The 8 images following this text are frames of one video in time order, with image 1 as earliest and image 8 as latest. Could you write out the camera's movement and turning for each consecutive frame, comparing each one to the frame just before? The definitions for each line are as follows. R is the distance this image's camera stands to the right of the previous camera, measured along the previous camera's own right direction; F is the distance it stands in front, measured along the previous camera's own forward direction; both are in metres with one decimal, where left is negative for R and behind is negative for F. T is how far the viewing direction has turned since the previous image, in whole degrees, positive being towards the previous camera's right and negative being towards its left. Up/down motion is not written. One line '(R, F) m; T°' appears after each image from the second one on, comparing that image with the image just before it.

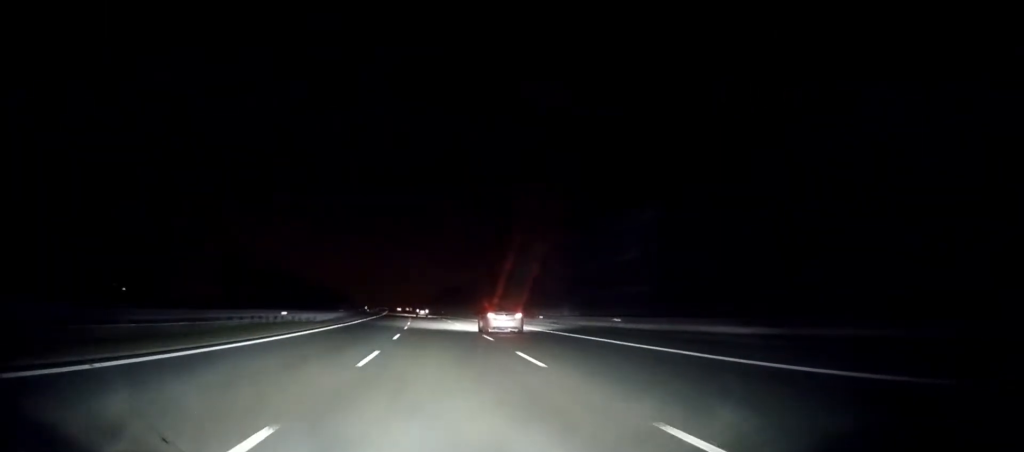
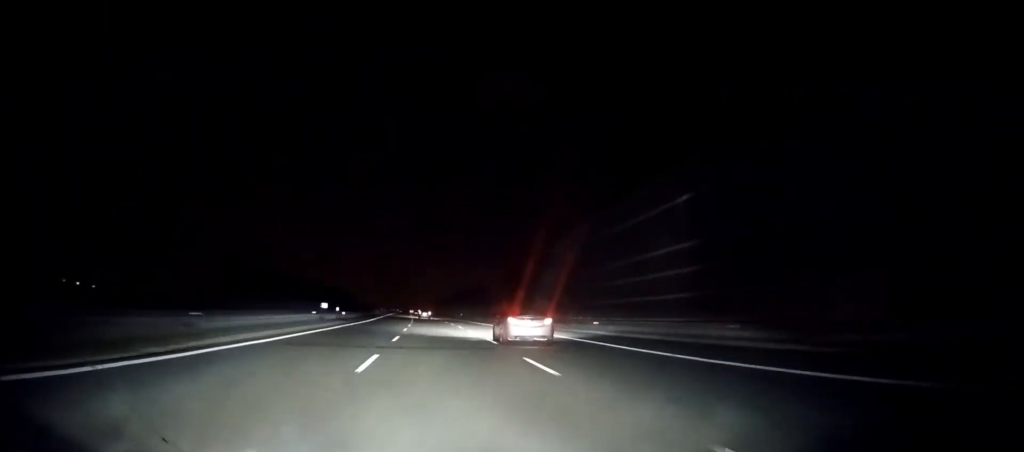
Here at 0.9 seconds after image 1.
(-0.3, +37.1) m; -1°
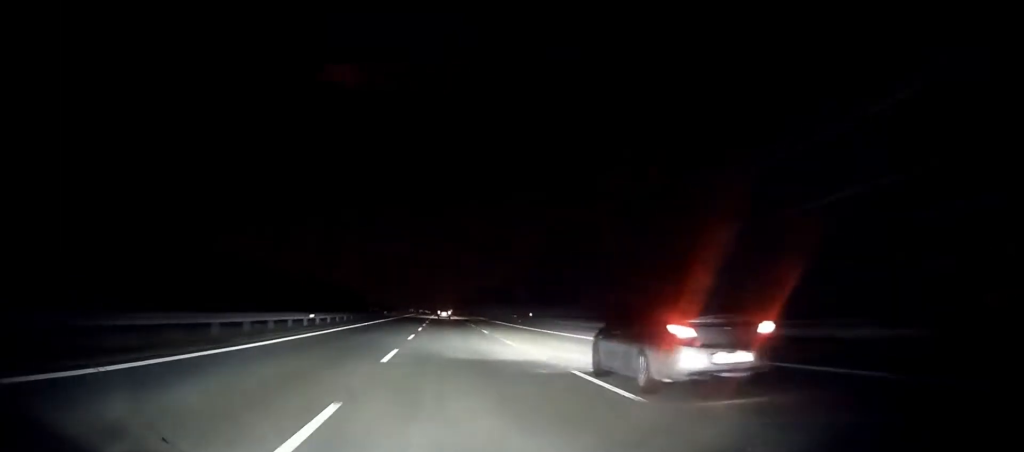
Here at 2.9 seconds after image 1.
(-1.0, +76.5) m; -1°
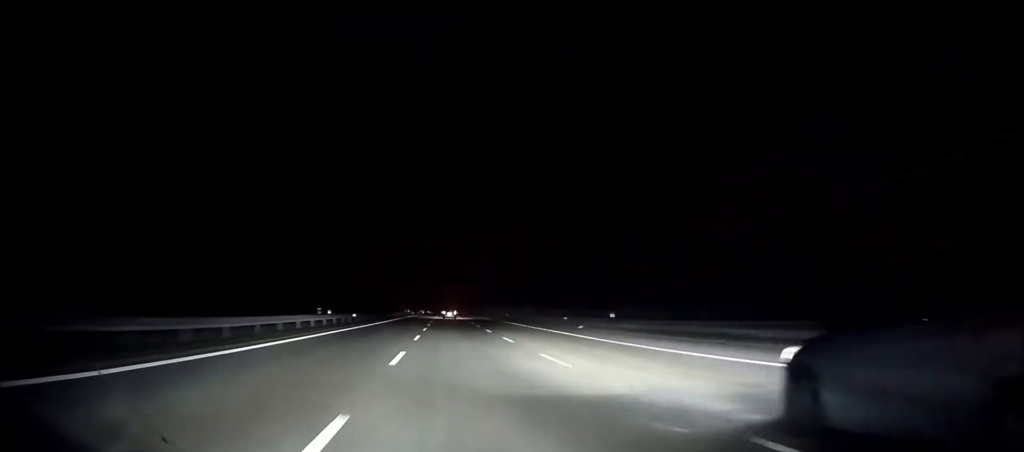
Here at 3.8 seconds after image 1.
(+0.1, +35.5) m; 0°
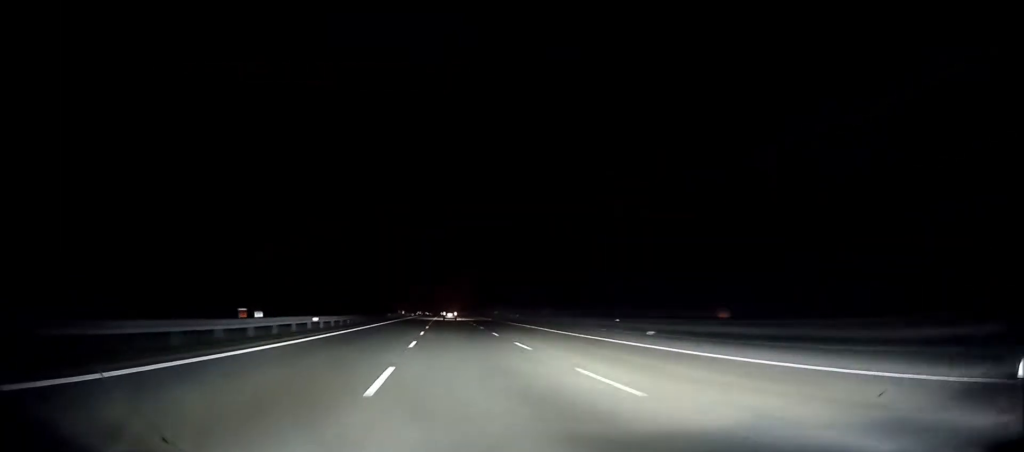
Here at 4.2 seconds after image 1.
(0.0, +17.1) m; 0°
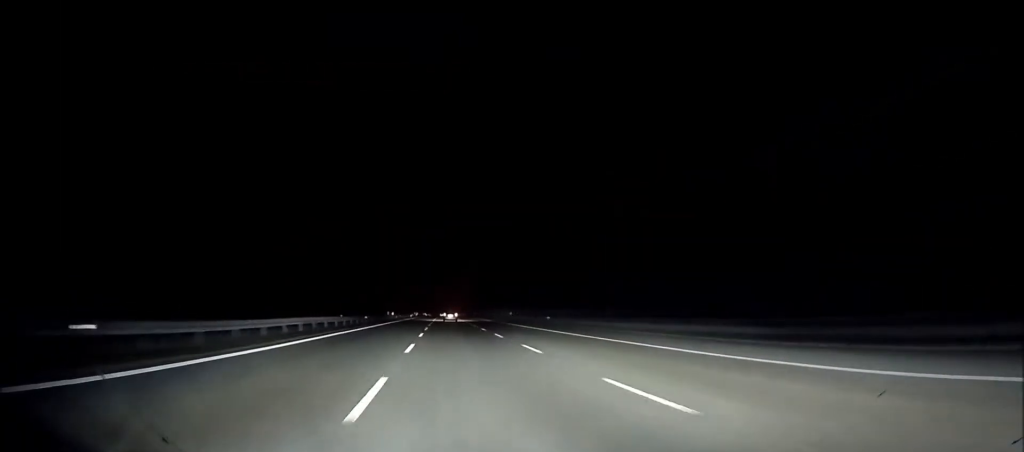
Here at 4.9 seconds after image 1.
(0.0, +26.3) m; 0°
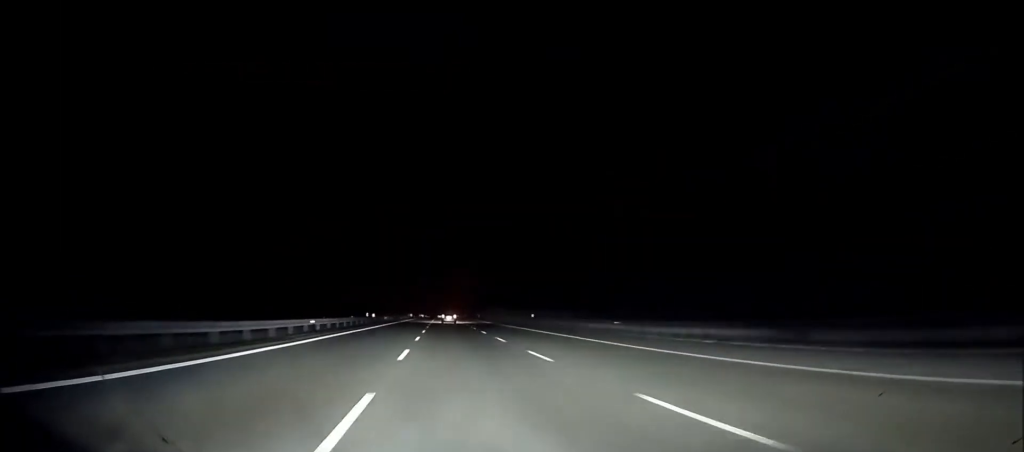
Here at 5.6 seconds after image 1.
(0.0, +27.5) m; 0°
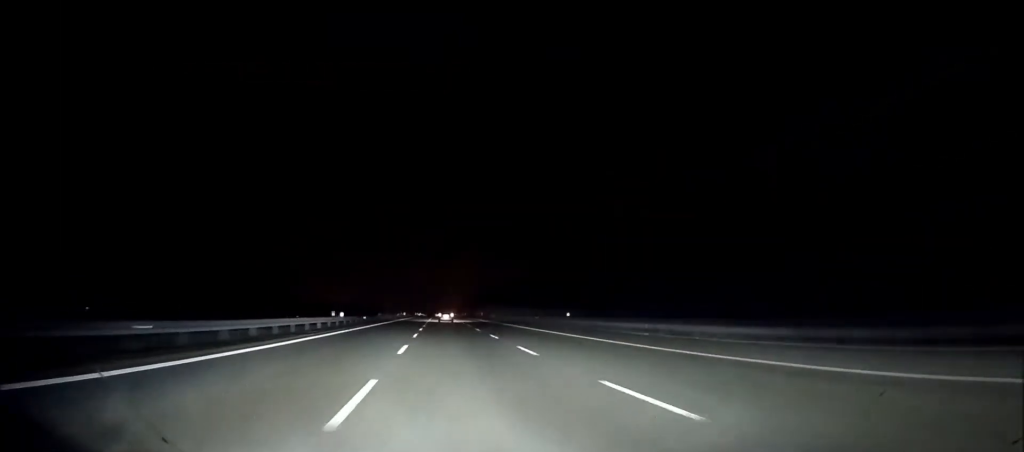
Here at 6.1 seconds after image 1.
(0.0, +22.2) m; 0°
